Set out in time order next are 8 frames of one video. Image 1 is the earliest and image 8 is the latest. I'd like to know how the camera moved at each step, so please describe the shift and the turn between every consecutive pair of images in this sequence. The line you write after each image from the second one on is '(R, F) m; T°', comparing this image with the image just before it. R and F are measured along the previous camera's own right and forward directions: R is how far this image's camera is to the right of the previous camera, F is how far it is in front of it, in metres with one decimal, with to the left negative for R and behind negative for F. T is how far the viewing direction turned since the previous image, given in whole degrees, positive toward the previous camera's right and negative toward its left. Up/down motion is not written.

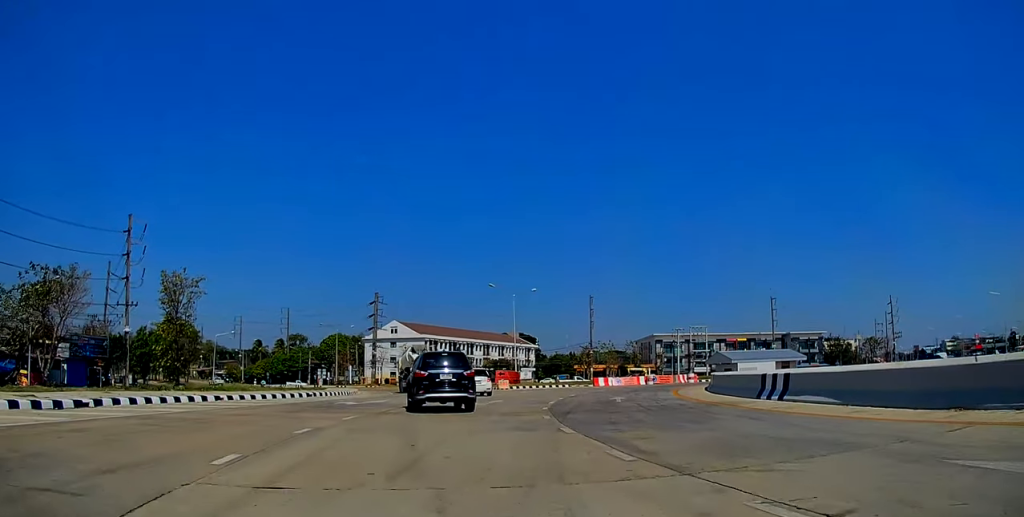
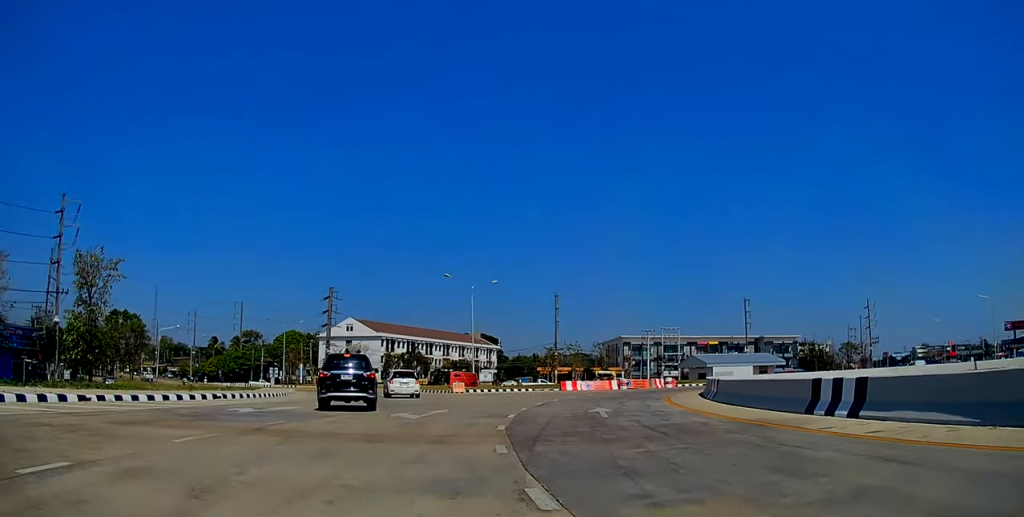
(-0.3, +4.8) m; +1°
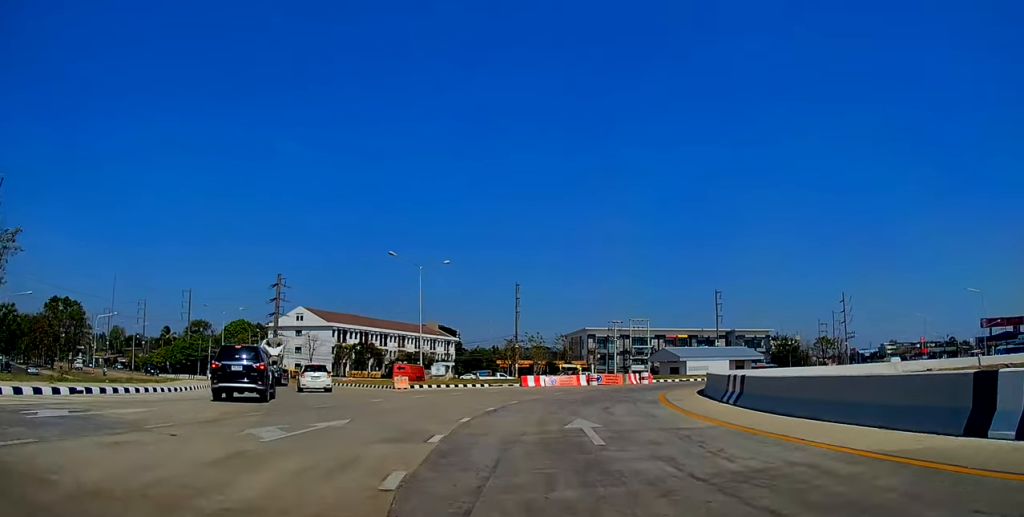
(+0.2, +5.5) m; +1°
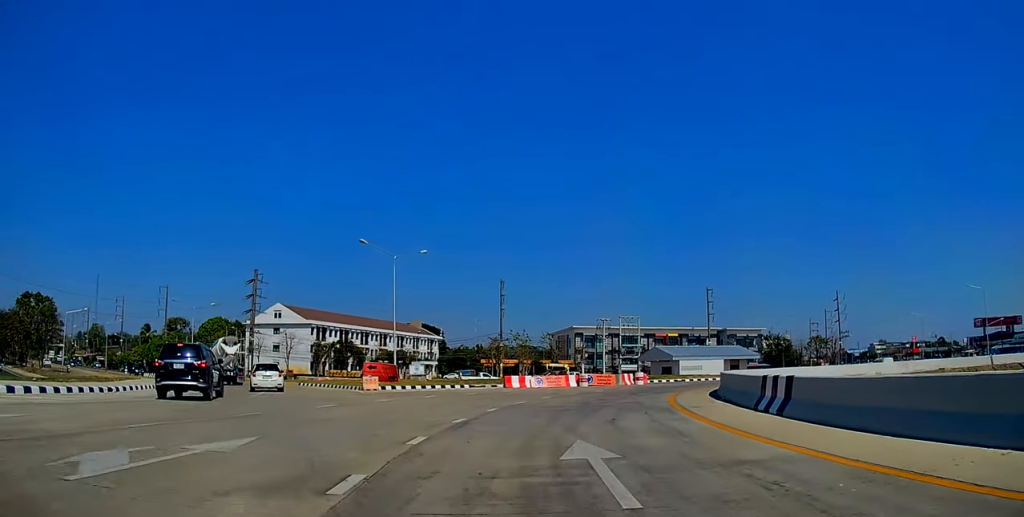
(+0.3, +3.8) m; +1°
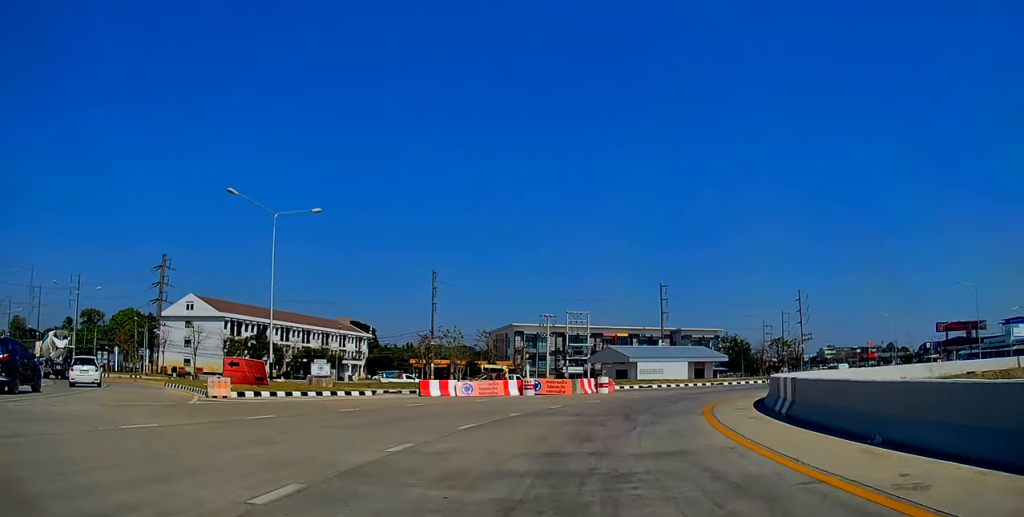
(-0.2, +11.9) m; +4°
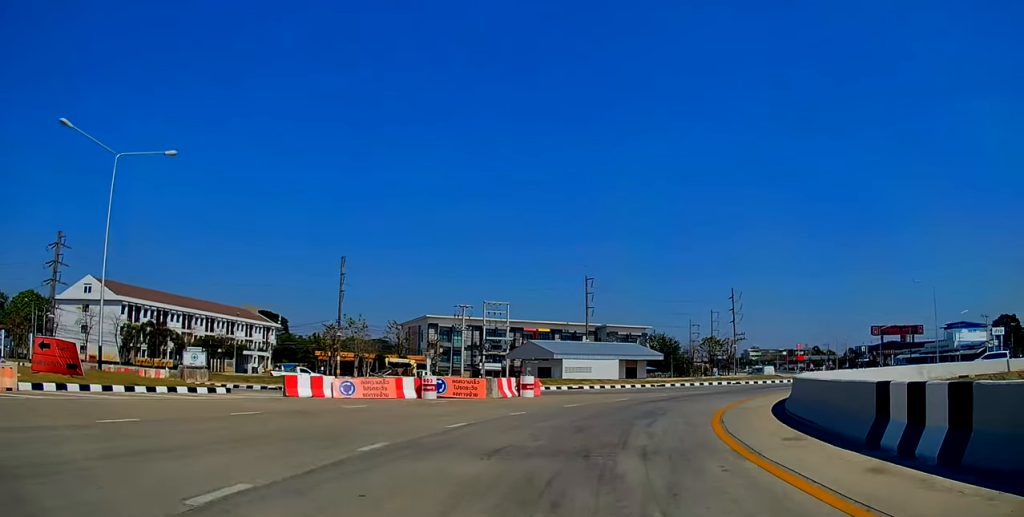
(+0.3, +7.5) m; +6°
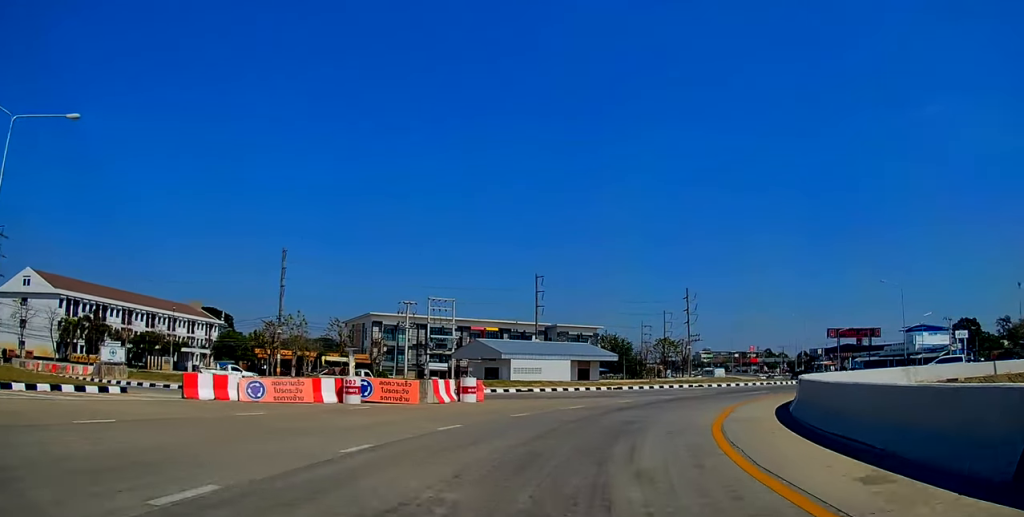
(-0.2, +4.0) m; +3°
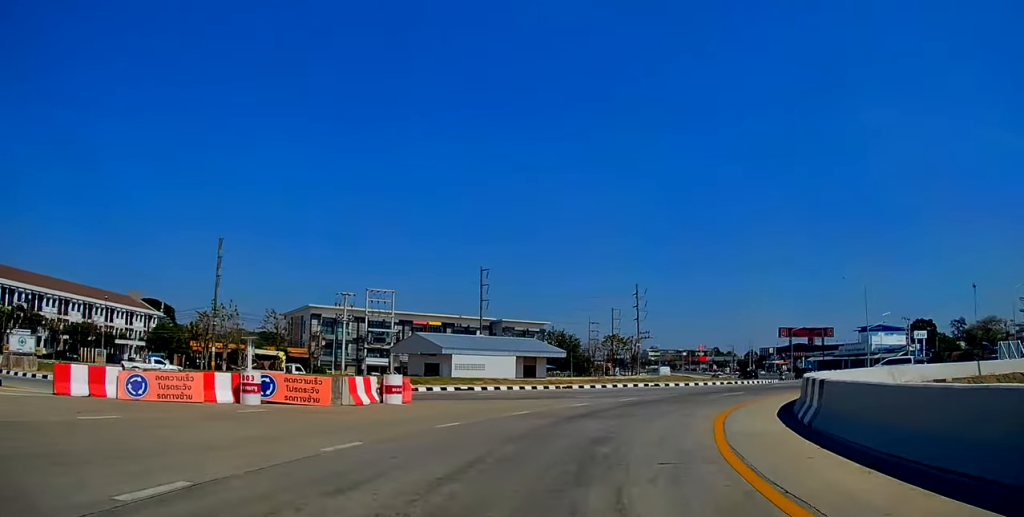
(+0.4, +4.0) m; +6°
